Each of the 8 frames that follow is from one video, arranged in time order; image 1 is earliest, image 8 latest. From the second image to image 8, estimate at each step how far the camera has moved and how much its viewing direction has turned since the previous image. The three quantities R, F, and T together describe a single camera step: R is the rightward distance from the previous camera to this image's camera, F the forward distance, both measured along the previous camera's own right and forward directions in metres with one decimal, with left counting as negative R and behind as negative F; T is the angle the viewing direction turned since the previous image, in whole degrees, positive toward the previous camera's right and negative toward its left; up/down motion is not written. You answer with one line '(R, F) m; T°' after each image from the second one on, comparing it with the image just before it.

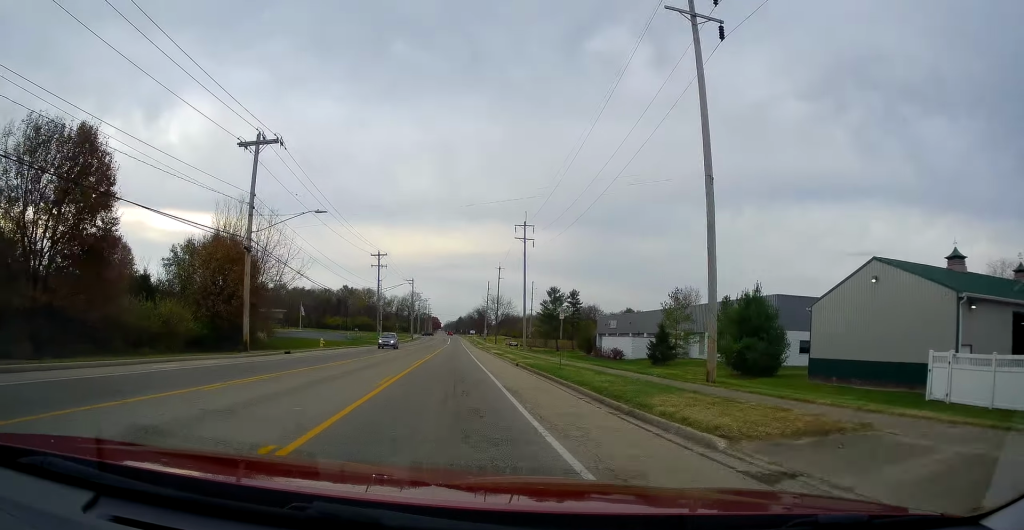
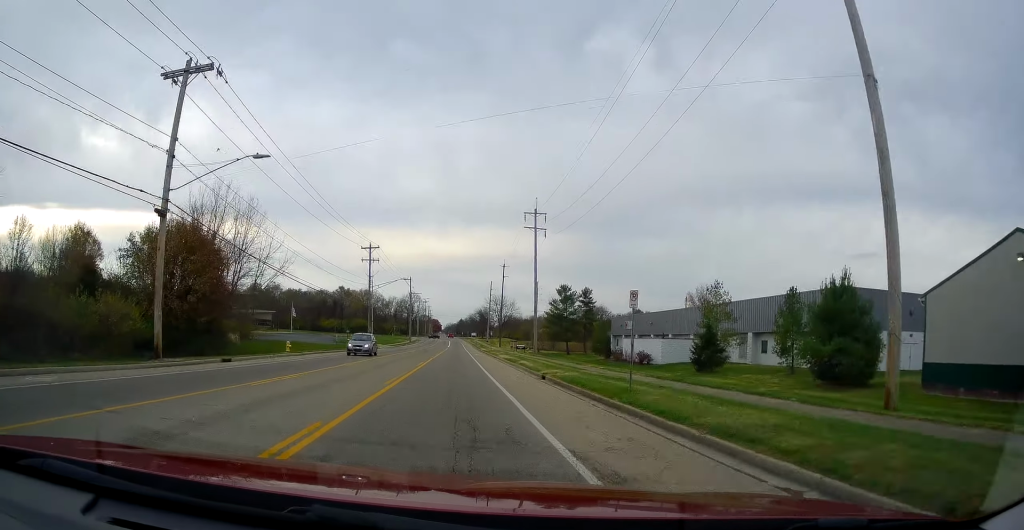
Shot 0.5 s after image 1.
(-0.1, +10.0) m; -1°
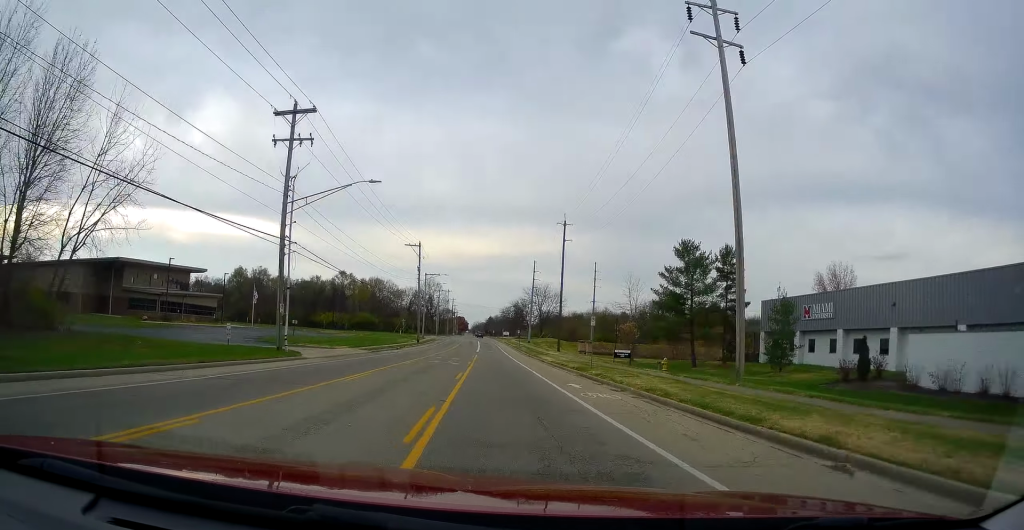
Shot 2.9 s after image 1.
(+0.4, +47.1) m; -1°
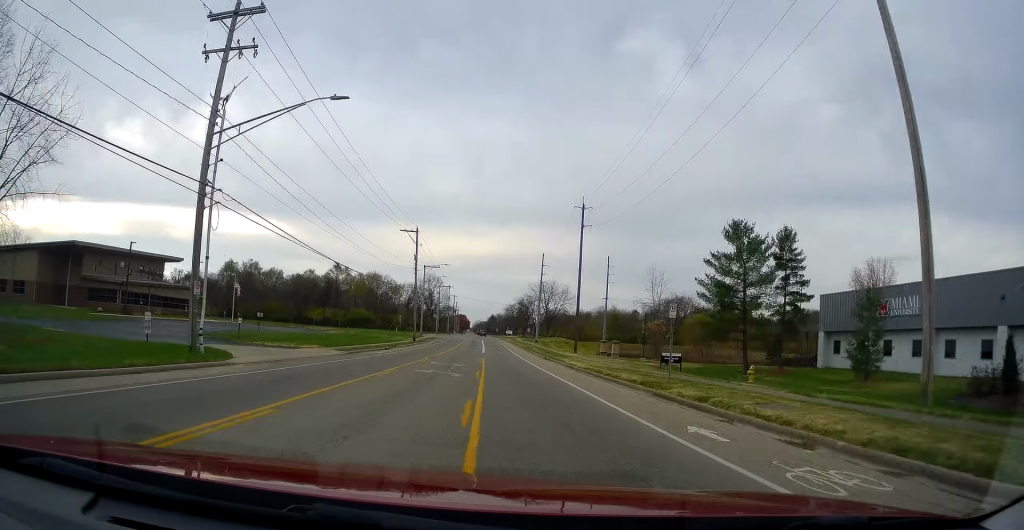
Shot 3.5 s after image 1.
(-0.6, +11.0) m; -1°
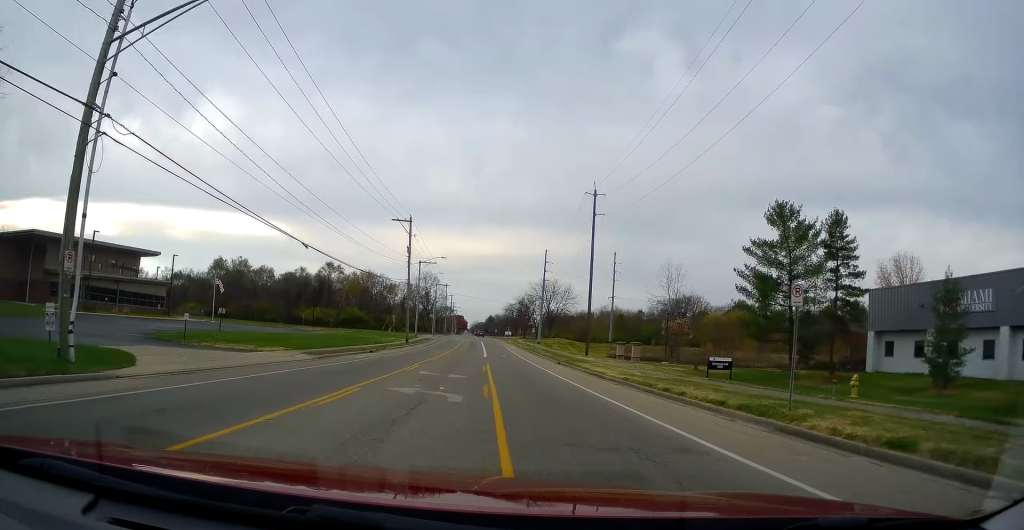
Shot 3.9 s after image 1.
(+0.3, +7.6) m; 0°
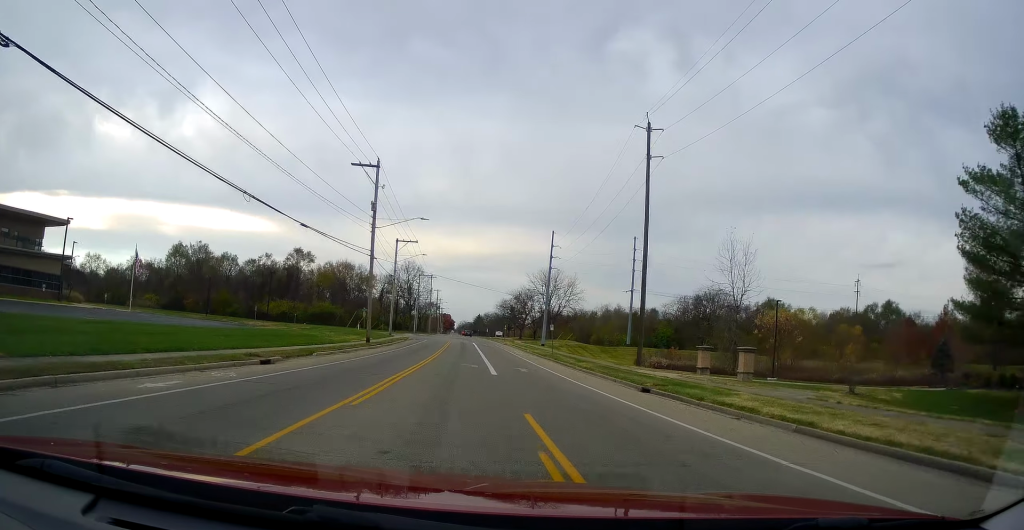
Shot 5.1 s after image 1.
(+0.1, +22.1) m; -1°
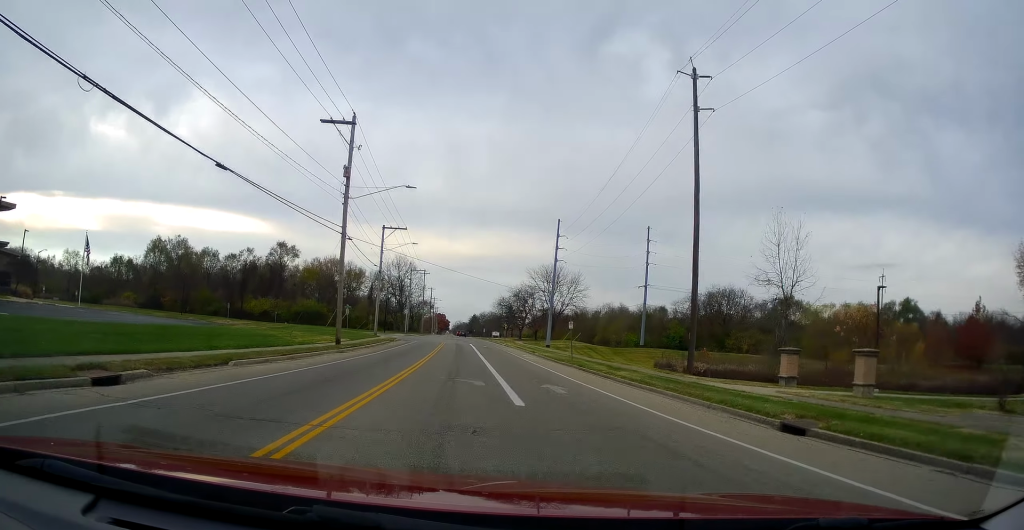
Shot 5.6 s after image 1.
(-0.2, +10.2) m; 0°
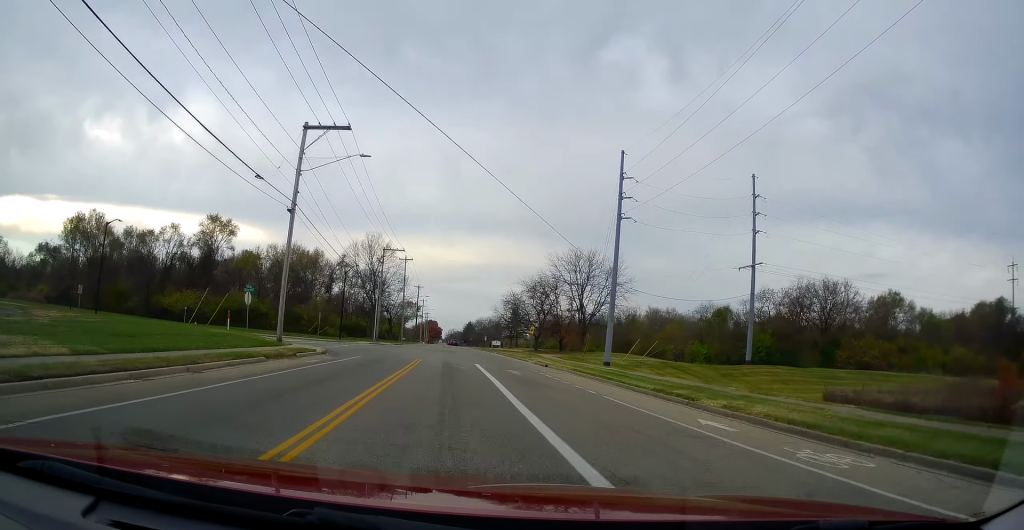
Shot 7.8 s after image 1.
(+1.5, +37.7) m; +3°
